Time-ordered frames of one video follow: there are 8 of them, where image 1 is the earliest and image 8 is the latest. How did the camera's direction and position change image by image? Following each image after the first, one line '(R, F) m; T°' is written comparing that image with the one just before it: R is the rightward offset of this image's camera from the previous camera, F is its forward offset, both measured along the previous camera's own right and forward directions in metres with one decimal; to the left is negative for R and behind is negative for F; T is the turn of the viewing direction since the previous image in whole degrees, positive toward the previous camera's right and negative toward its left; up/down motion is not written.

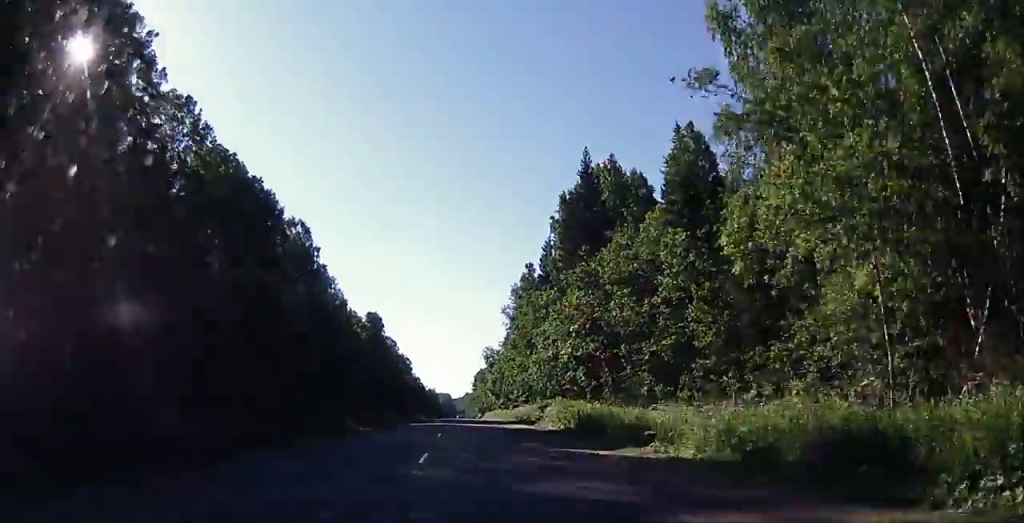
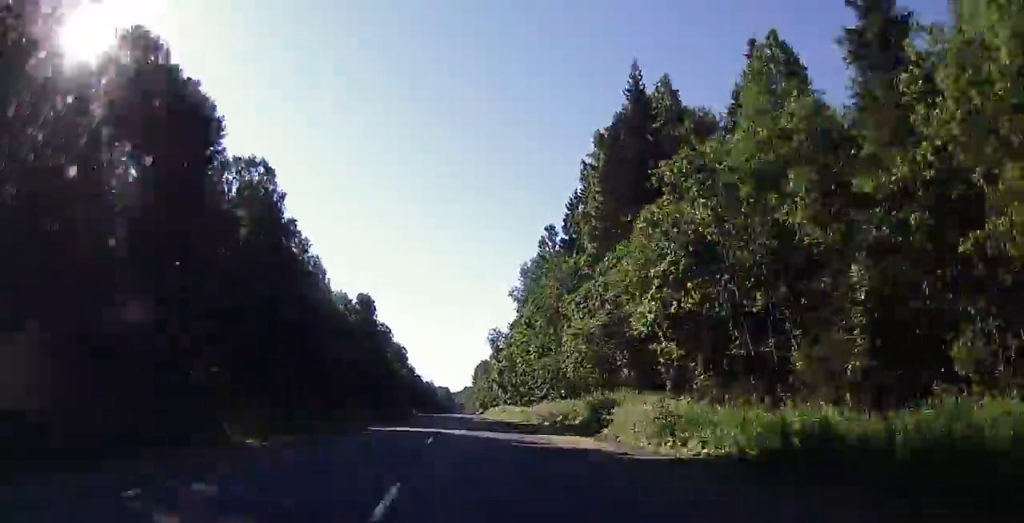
(-0.2, +20.0) m; -1°
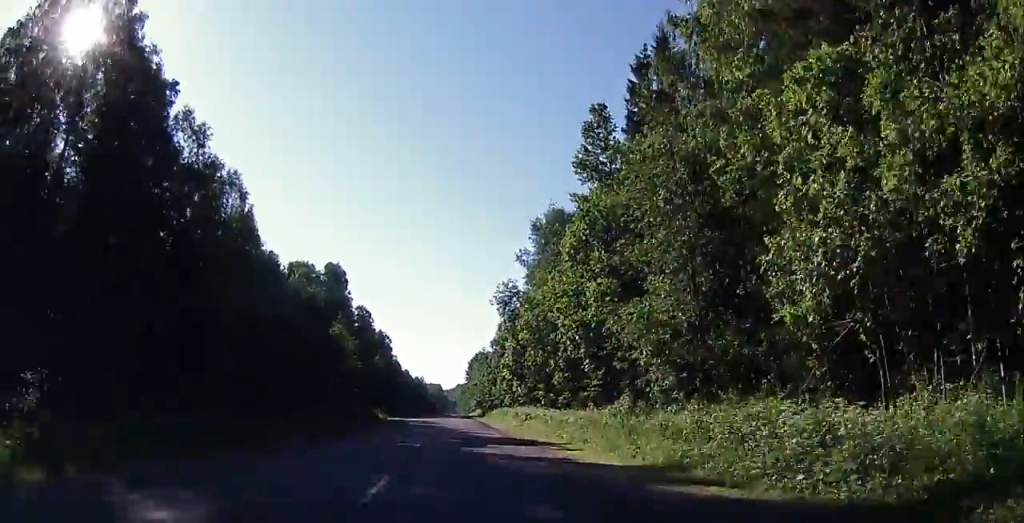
(-0.5, +34.1) m; -2°
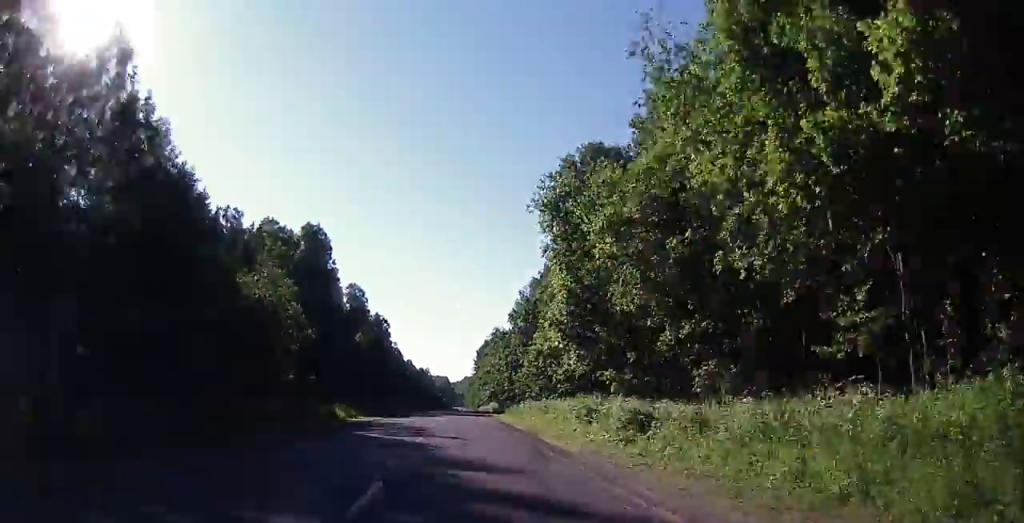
(-0.2, +25.8) m; 0°
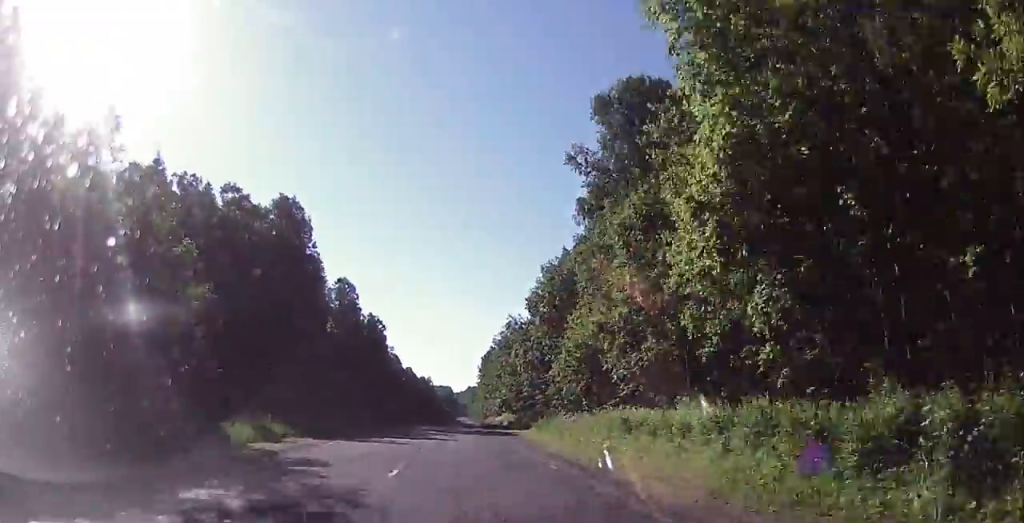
(0.0, +19.2) m; 0°
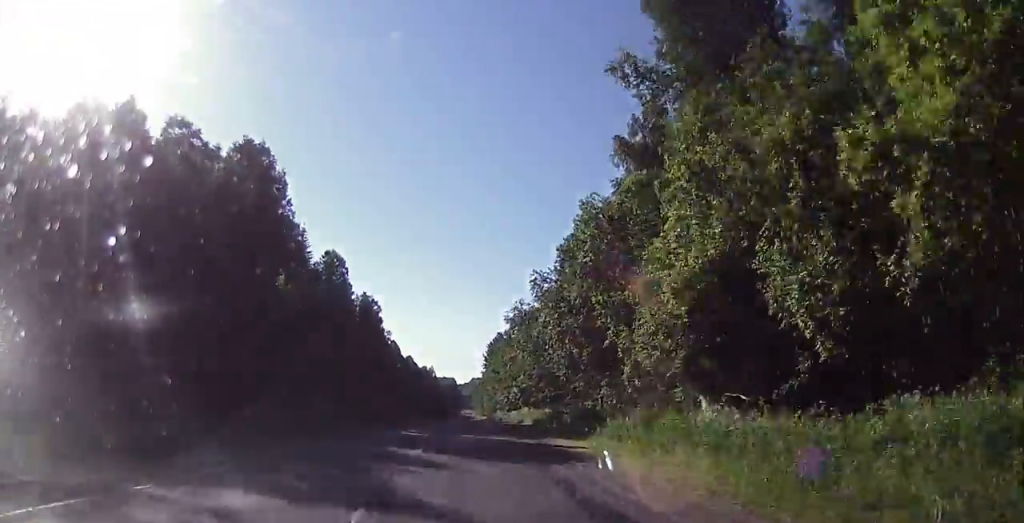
(0.0, +18.5) m; 0°
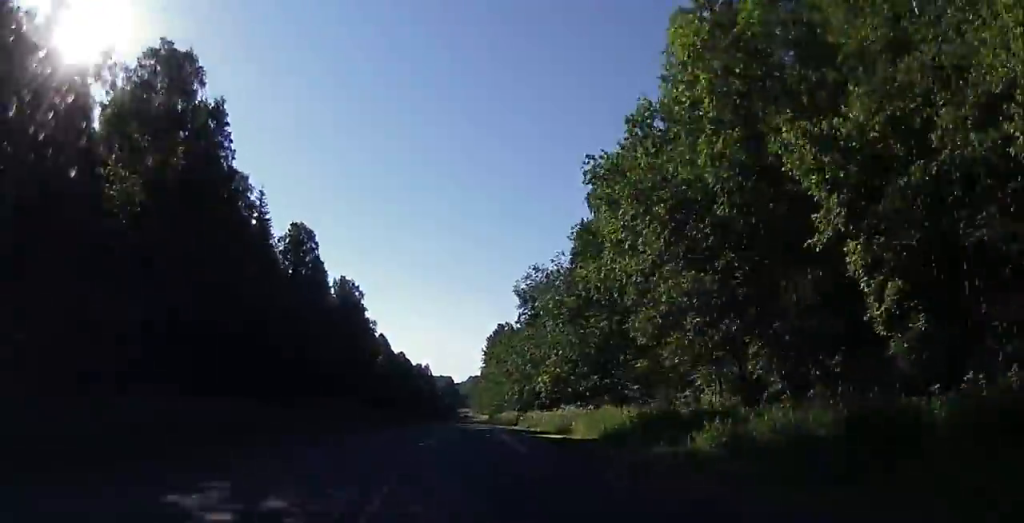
(-0.2, +21.9) m; +1°
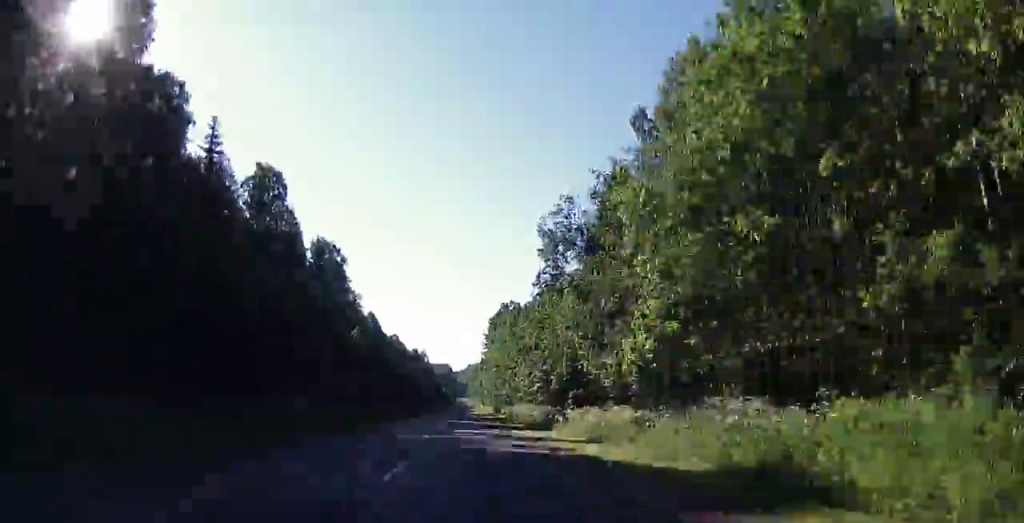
(+0.2, +20.2) m; 0°
